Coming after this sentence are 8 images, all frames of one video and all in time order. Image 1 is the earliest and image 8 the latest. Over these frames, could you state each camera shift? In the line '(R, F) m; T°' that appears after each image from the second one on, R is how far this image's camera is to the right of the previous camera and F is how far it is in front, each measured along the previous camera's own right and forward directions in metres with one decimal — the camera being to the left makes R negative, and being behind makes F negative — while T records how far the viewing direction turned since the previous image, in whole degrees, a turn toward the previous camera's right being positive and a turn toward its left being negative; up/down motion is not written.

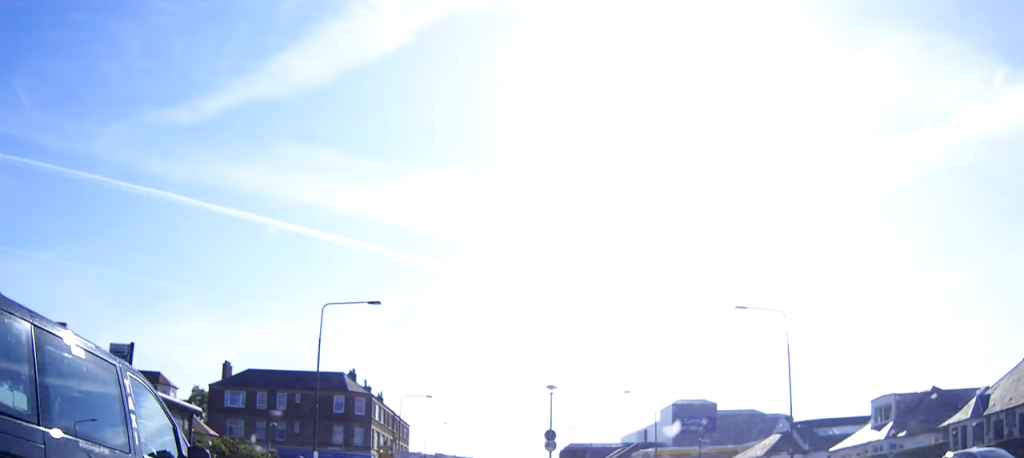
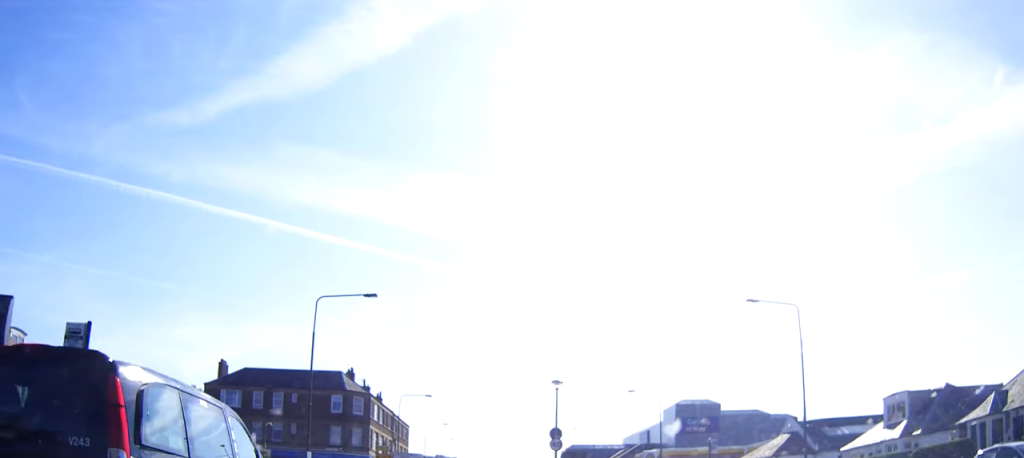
(0.0, +1.7) m; 0°
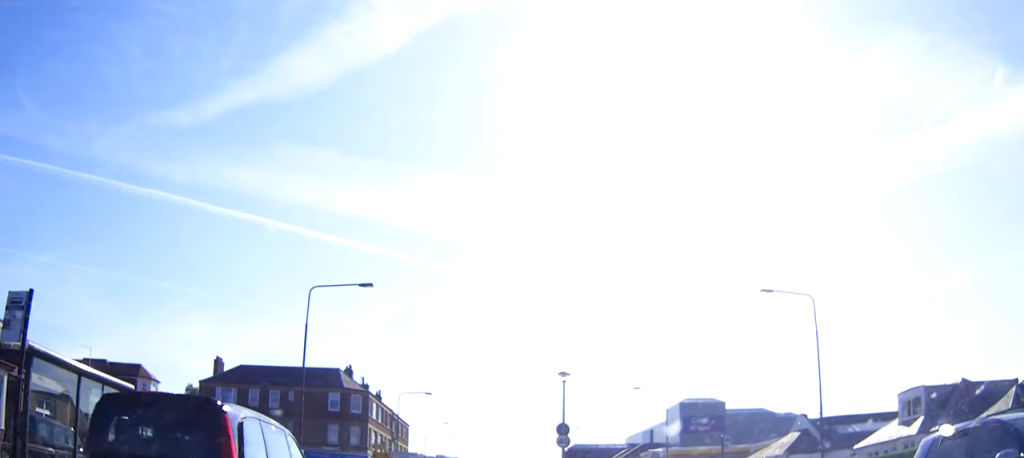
(0.0, +1.8) m; 0°
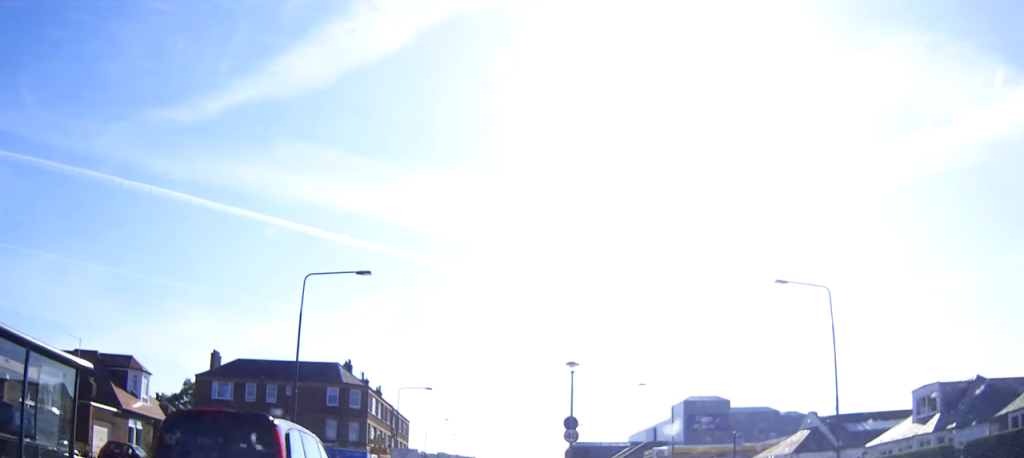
(0.0, +1.5) m; 0°
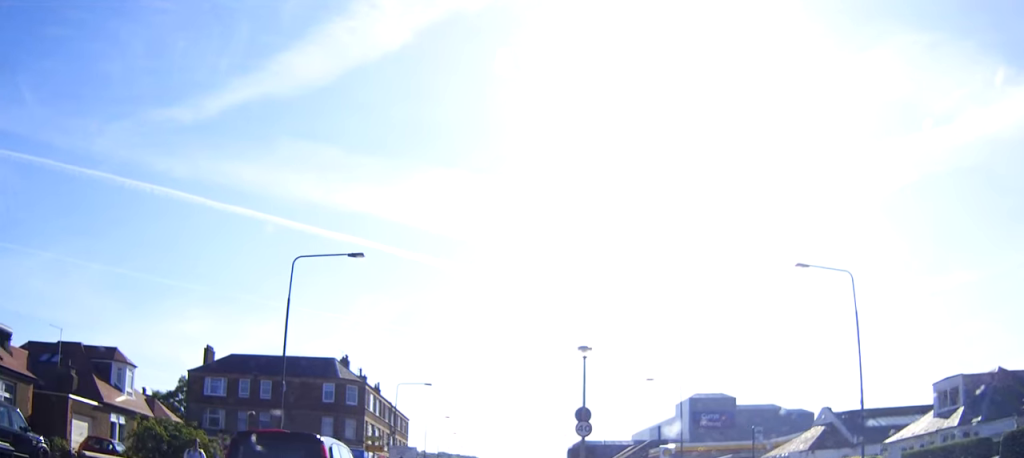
(0.0, +2.2) m; 0°
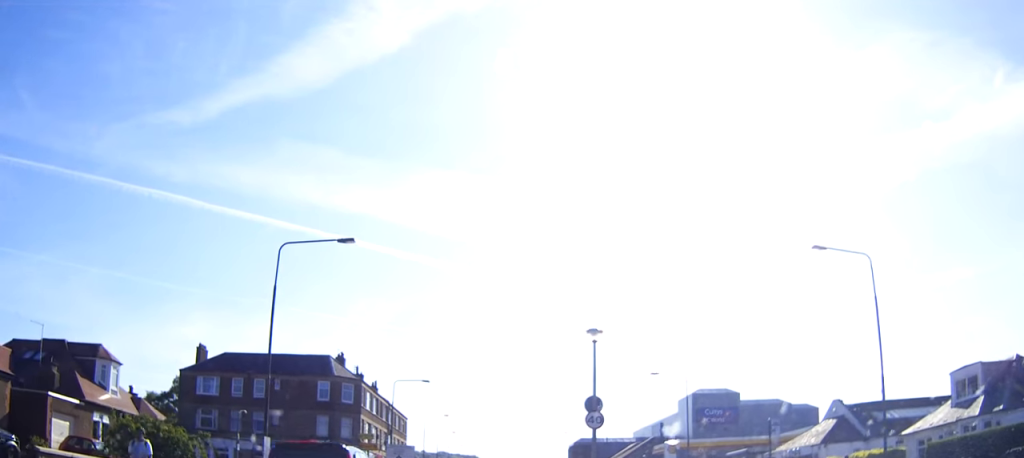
(0.0, +1.9) m; 0°
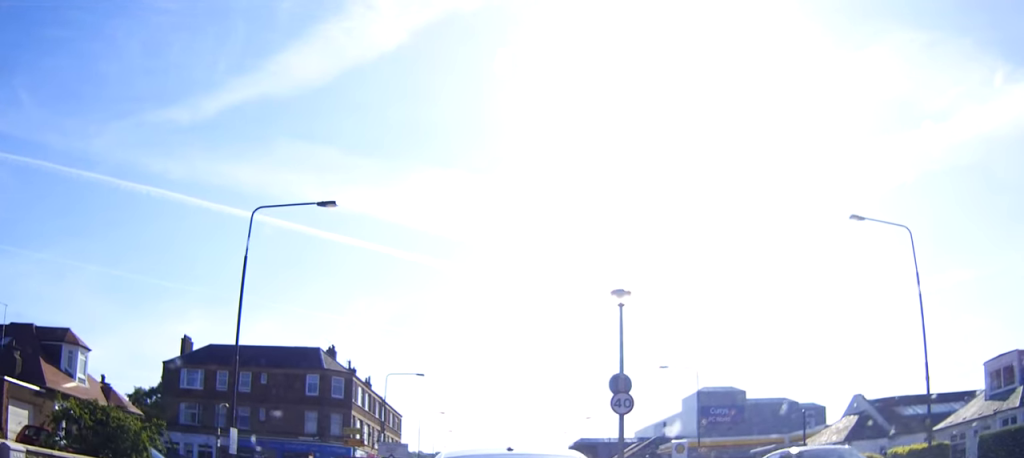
(0.0, +3.9) m; +1°
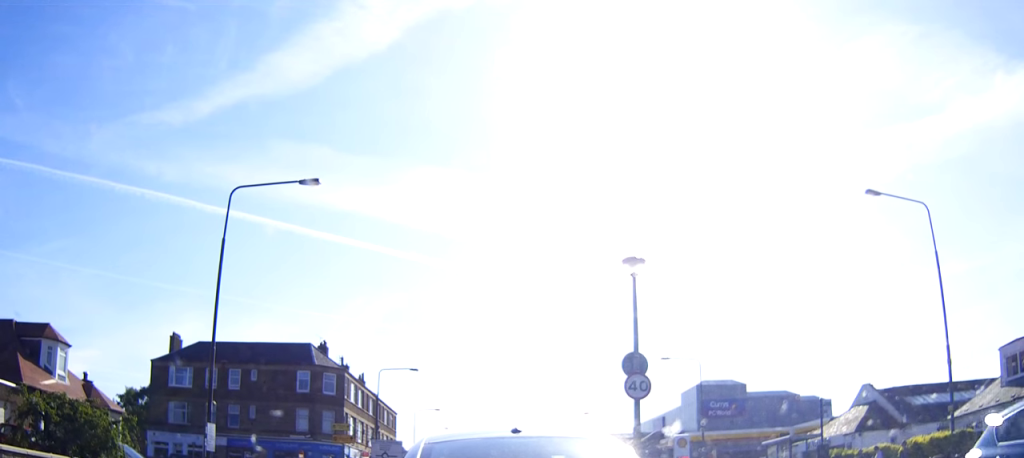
(+0.1, +2.1) m; 0°
